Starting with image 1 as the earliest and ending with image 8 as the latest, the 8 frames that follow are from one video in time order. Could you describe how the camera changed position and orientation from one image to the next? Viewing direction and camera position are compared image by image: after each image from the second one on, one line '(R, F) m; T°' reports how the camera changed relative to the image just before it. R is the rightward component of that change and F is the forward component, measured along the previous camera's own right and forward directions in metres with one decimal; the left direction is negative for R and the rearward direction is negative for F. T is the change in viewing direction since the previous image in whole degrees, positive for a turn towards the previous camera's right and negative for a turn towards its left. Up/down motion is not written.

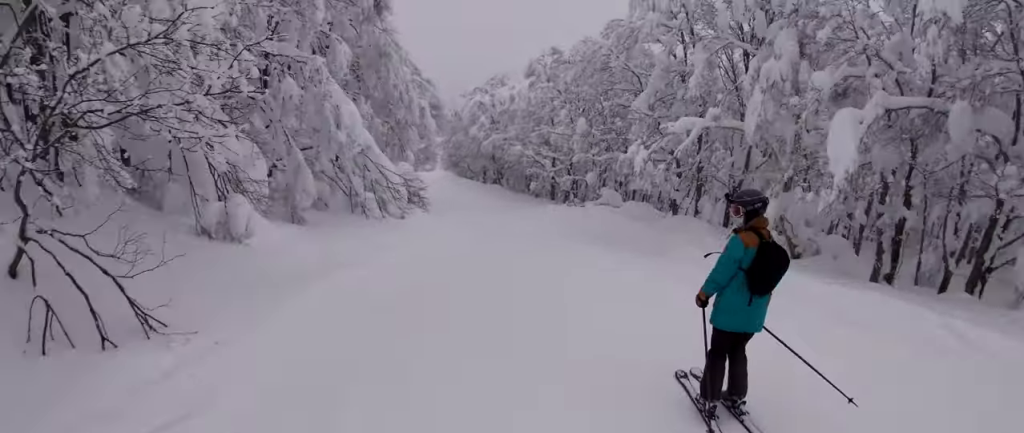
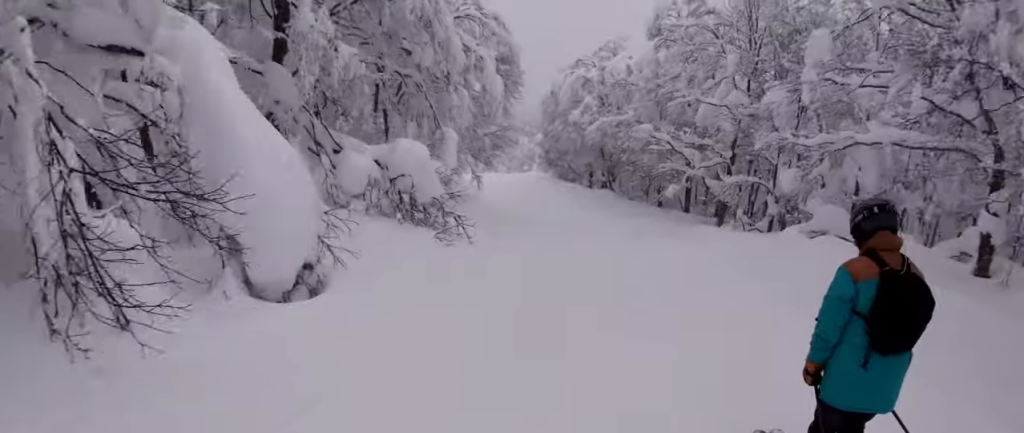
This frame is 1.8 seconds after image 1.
(-1.8, +11.9) m; -12°
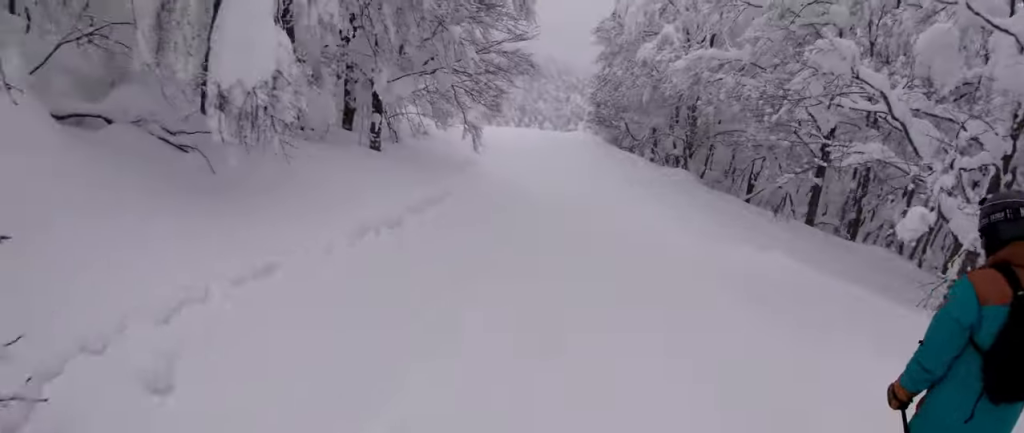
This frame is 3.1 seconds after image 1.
(+0.4, +10.1) m; -2°
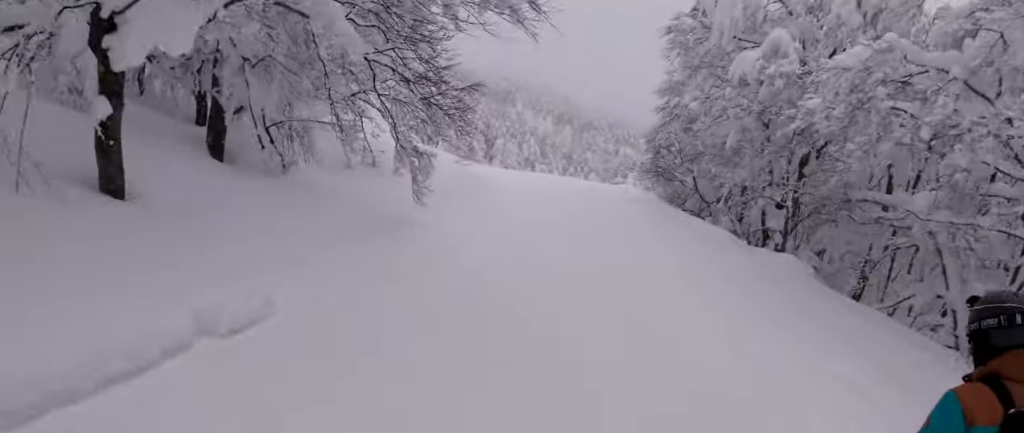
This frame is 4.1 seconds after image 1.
(-0.7, +7.3) m; -8°
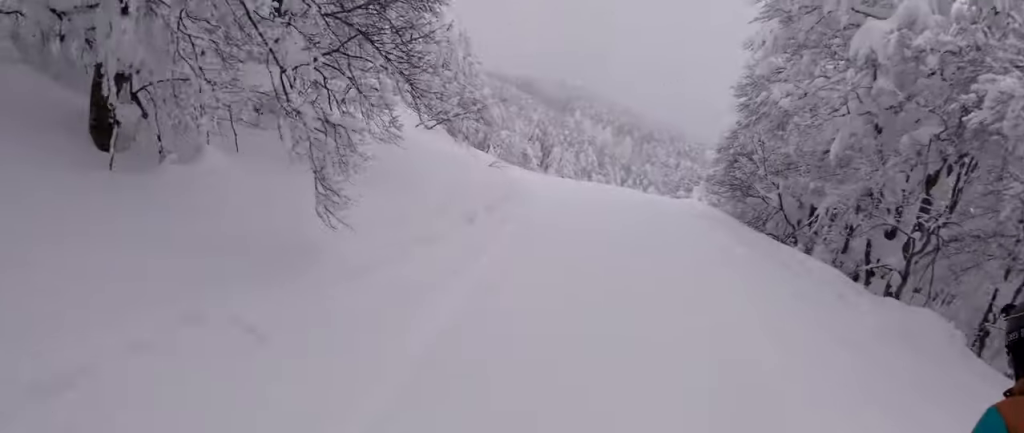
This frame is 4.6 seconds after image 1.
(0.0, +3.2) m; -4°
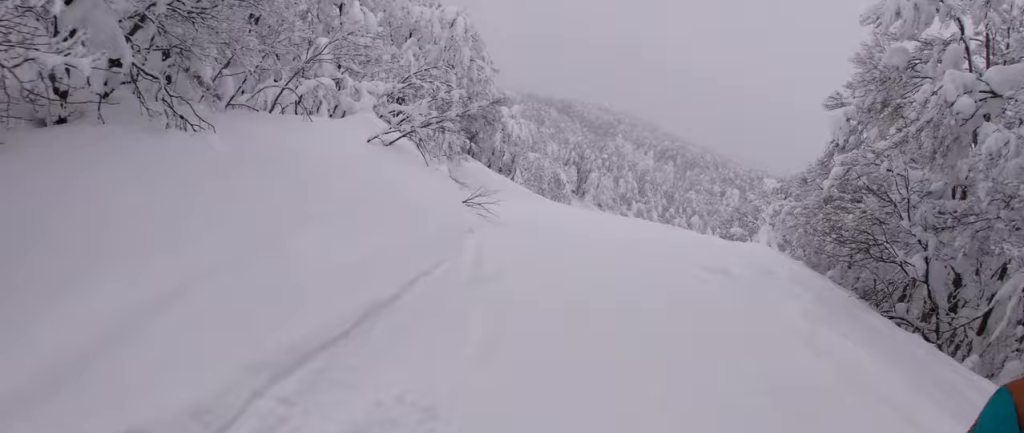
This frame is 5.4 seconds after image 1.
(-0.3, +5.6) m; -5°
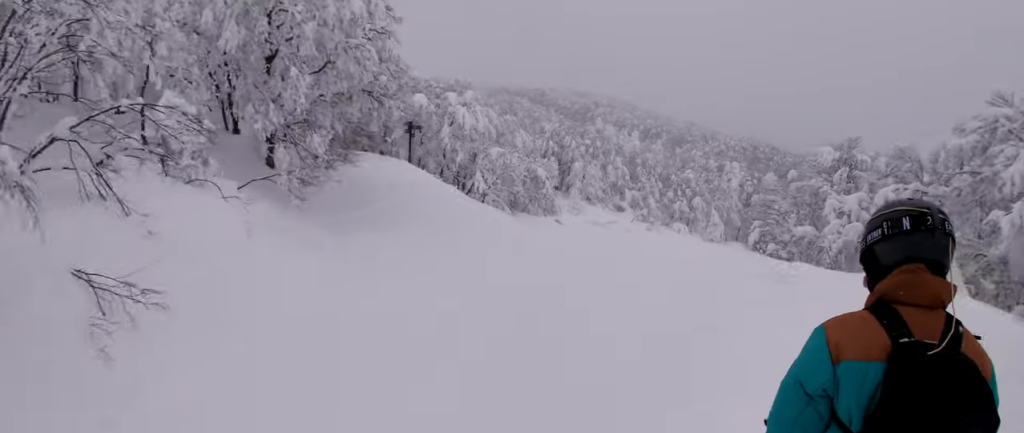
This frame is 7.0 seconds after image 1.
(0.0, +11.0) m; +8°
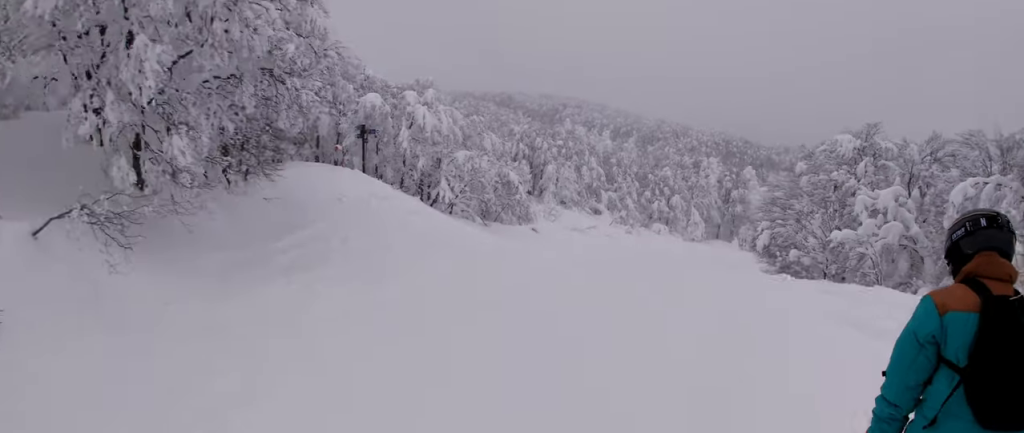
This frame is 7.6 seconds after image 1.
(+0.2, +4.5) m; +7°
